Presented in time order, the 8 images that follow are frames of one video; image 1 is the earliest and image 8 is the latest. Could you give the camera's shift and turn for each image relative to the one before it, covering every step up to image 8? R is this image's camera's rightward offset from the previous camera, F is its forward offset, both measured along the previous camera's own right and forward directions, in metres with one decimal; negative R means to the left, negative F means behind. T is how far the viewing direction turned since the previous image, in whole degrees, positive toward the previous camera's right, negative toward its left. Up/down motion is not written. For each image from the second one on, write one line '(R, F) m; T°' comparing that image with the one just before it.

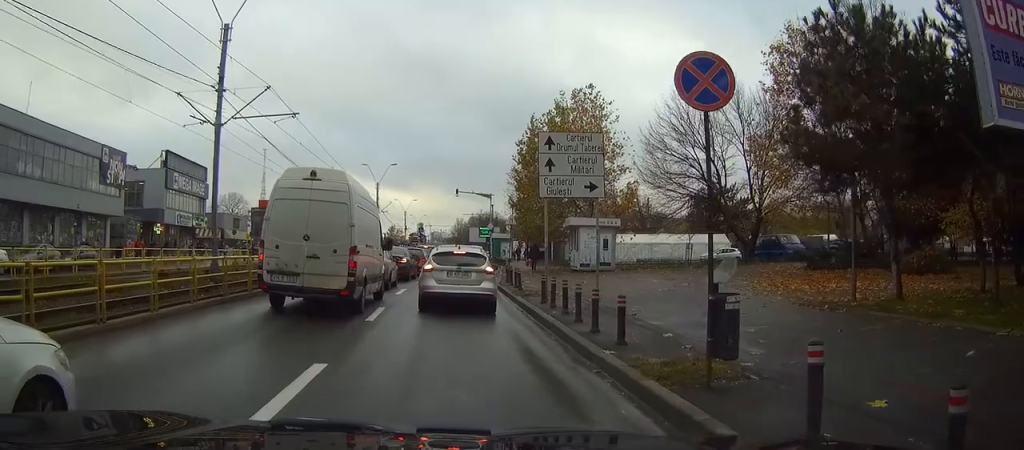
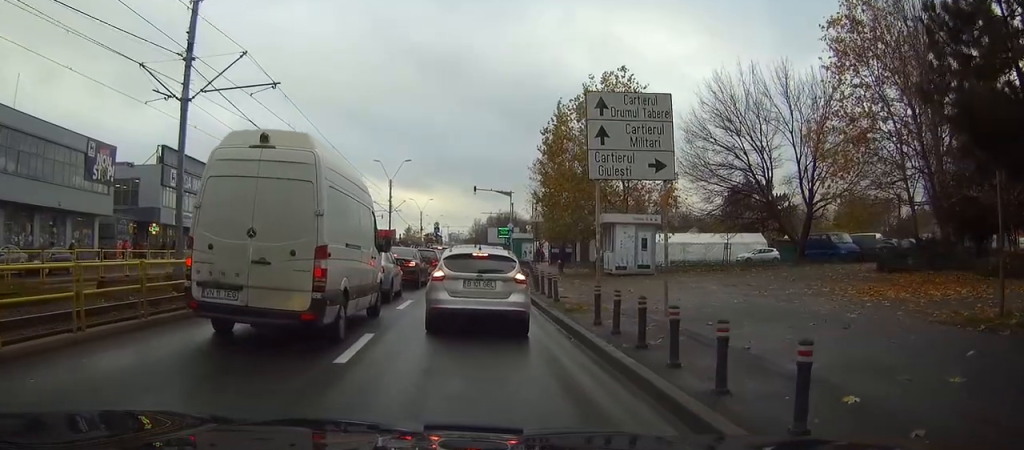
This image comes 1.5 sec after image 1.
(-0.1, +5.1) m; +2°
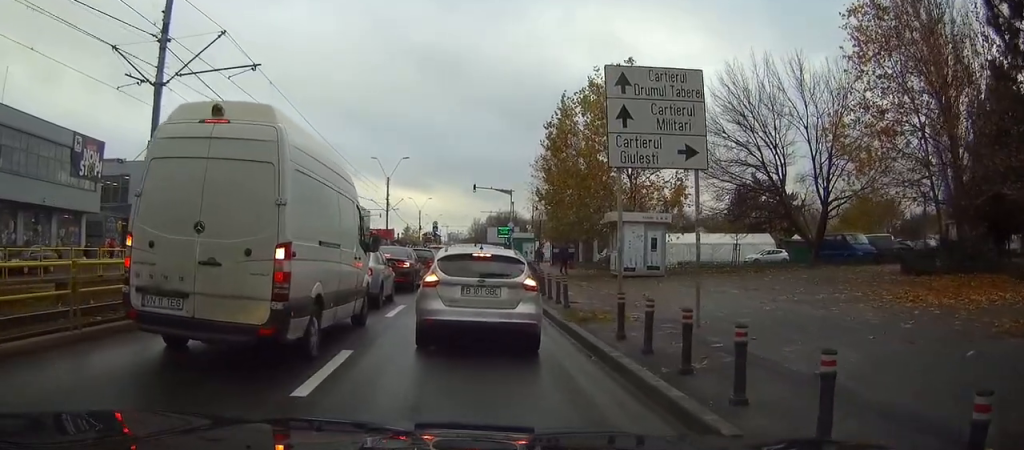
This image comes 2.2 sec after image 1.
(+0.1, +2.0) m; +2°
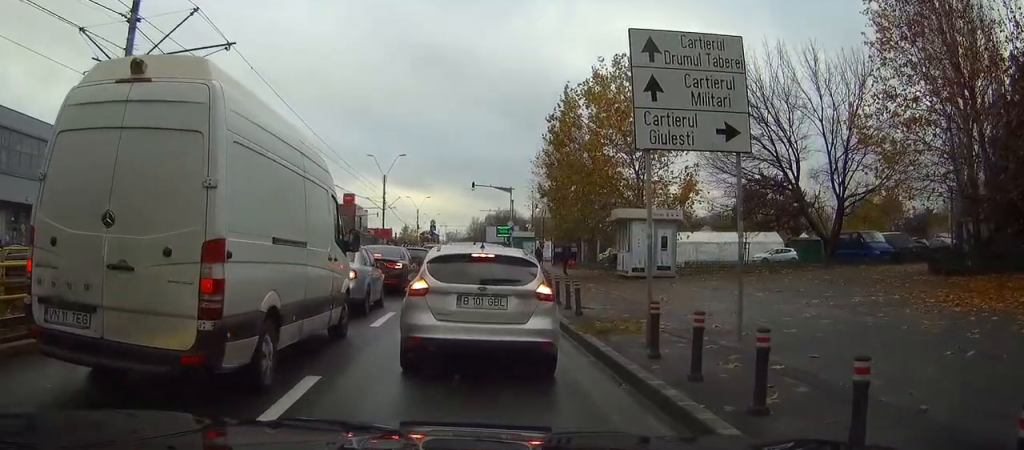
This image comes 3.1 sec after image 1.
(-0.1, +2.4) m; -1°
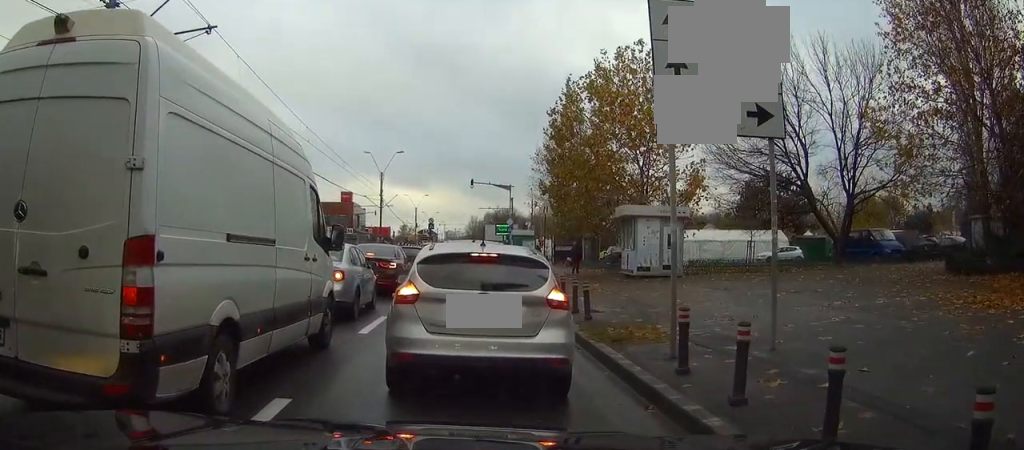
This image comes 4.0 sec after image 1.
(0.0, +1.7) m; 0°
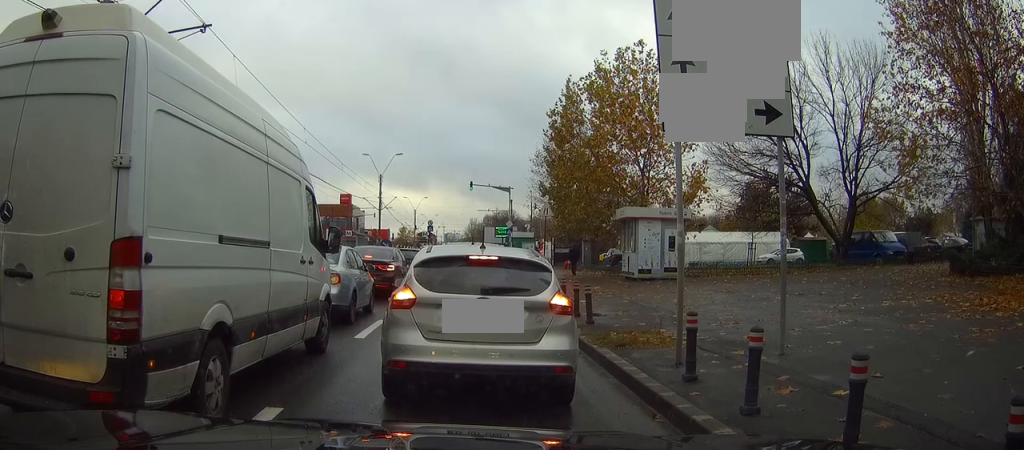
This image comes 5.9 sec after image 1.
(+0.5, +1.2) m; 0°
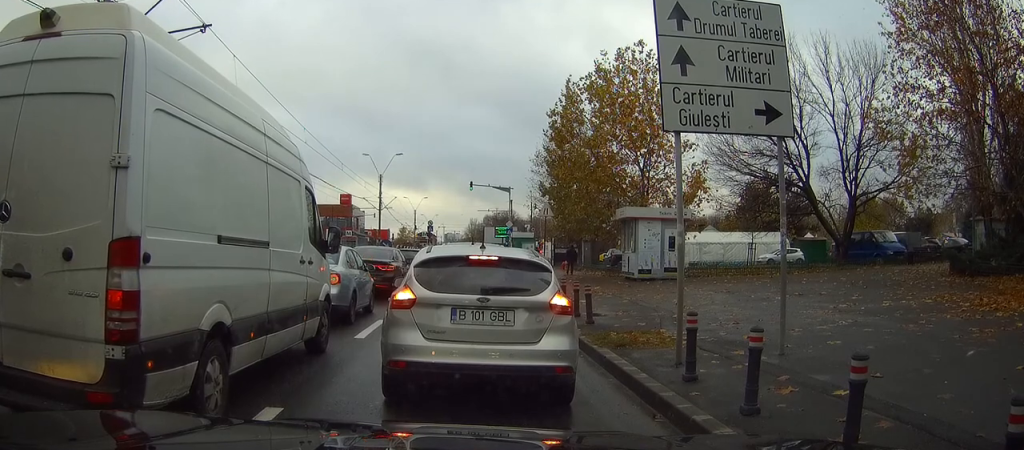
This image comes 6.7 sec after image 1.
(0.0, 0.0) m; 0°
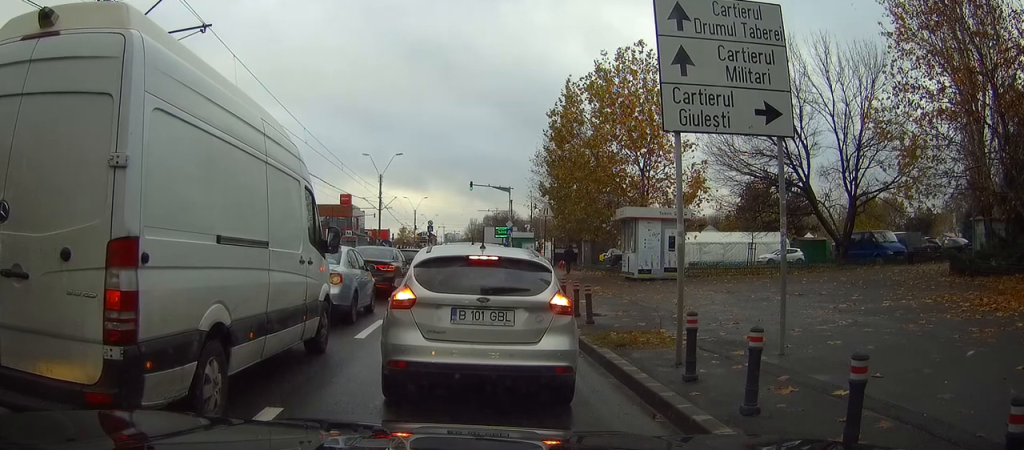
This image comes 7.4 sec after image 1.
(0.0, 0.0) m; 0°
